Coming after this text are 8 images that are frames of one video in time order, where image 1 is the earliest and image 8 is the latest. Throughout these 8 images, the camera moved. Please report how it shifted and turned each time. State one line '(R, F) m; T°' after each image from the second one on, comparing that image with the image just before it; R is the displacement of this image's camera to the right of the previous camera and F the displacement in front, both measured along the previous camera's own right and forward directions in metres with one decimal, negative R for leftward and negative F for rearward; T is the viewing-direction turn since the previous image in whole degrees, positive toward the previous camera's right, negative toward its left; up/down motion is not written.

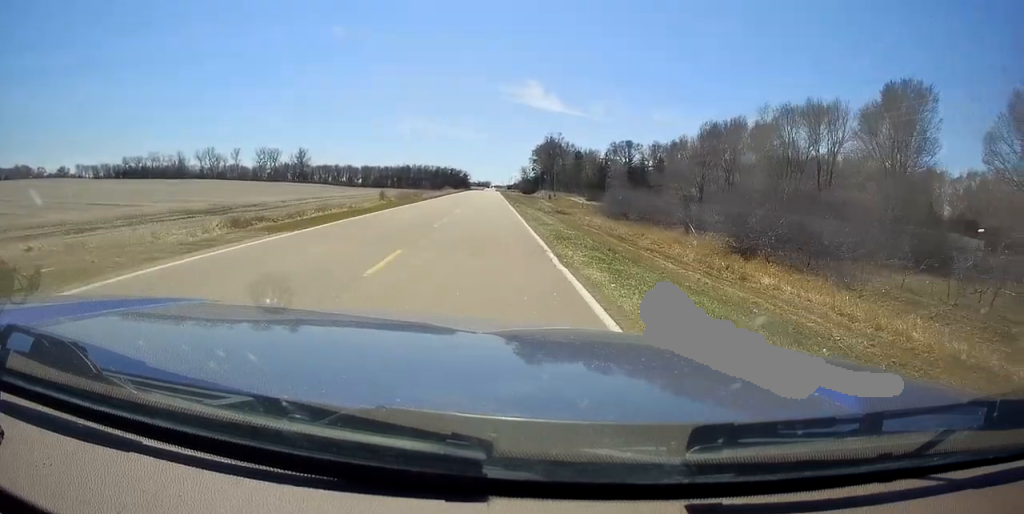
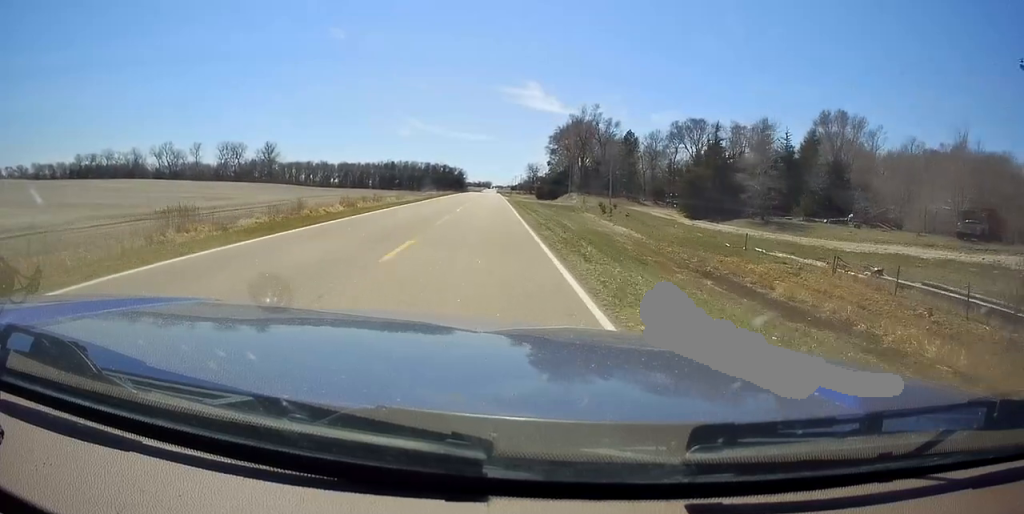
(0.0, +65.2) m; 0°
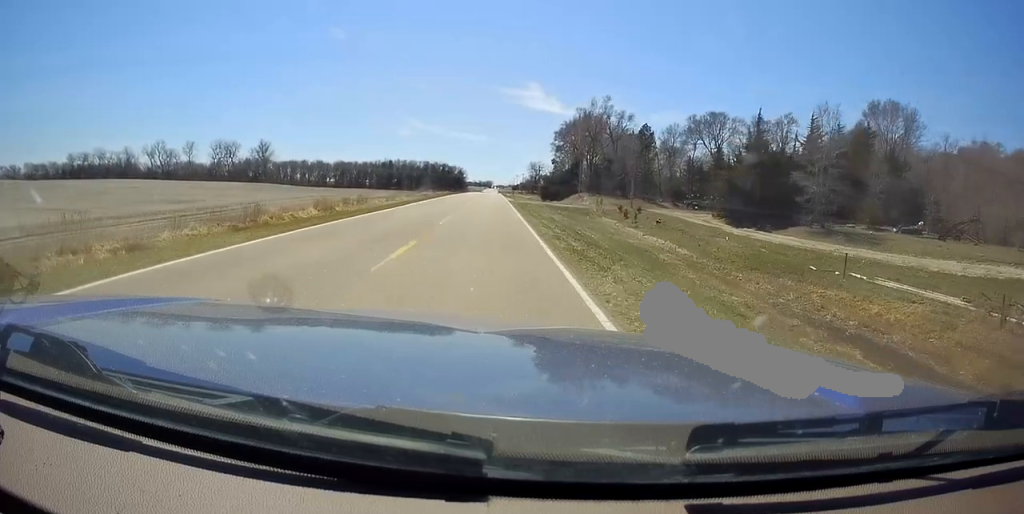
(0.0, +11.1) m; 0°
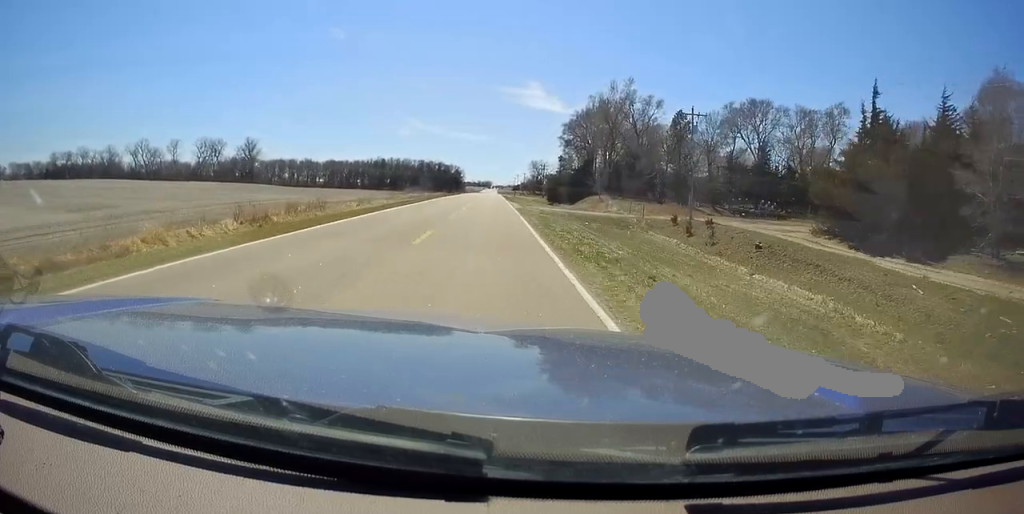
(0.0, +19.7) m; 0°
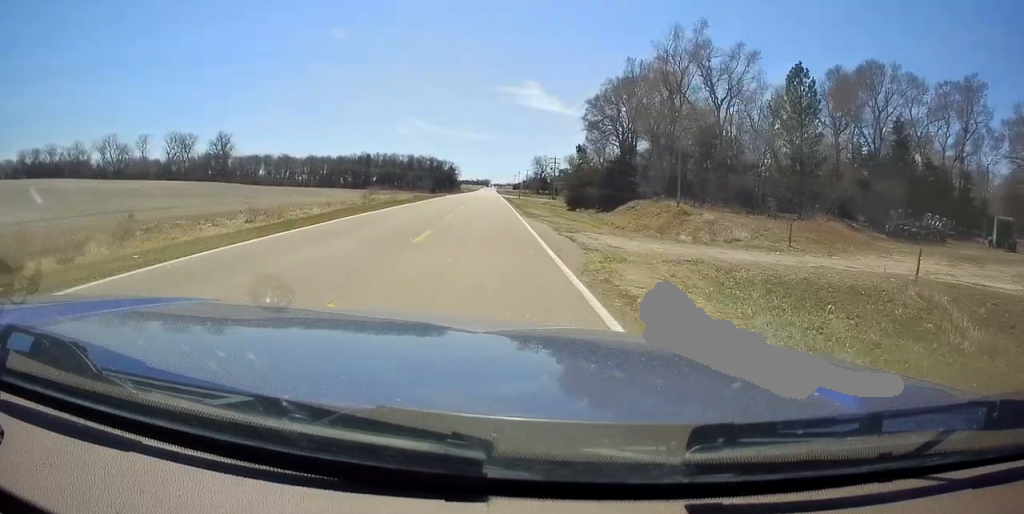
(0.0, +34.1) m; 0°
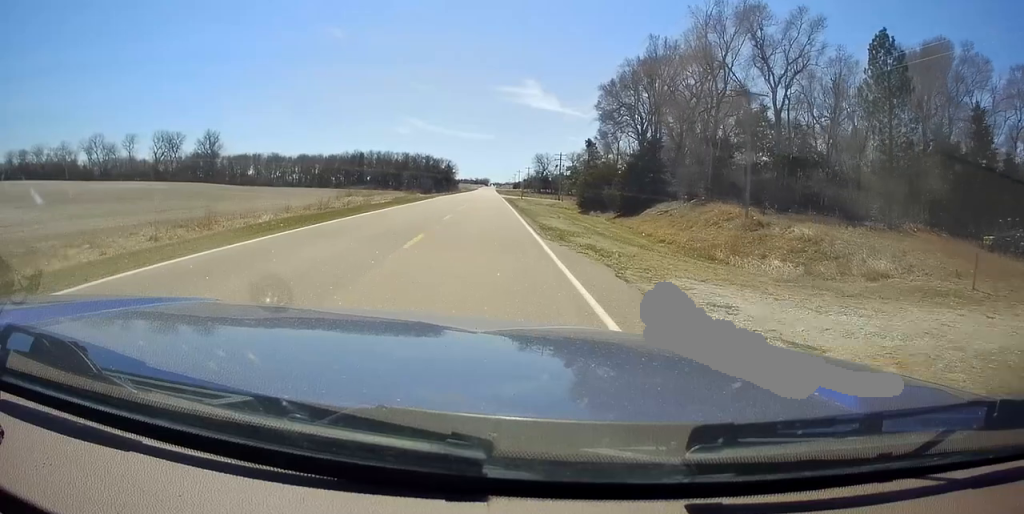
(0.0, +12.7) m; 0°
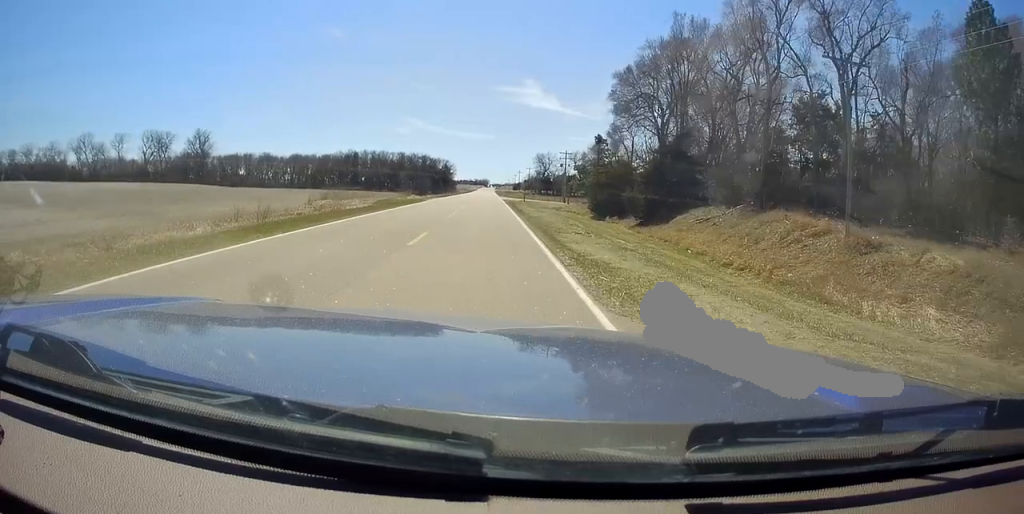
(0.0, +10.3) m; 0°
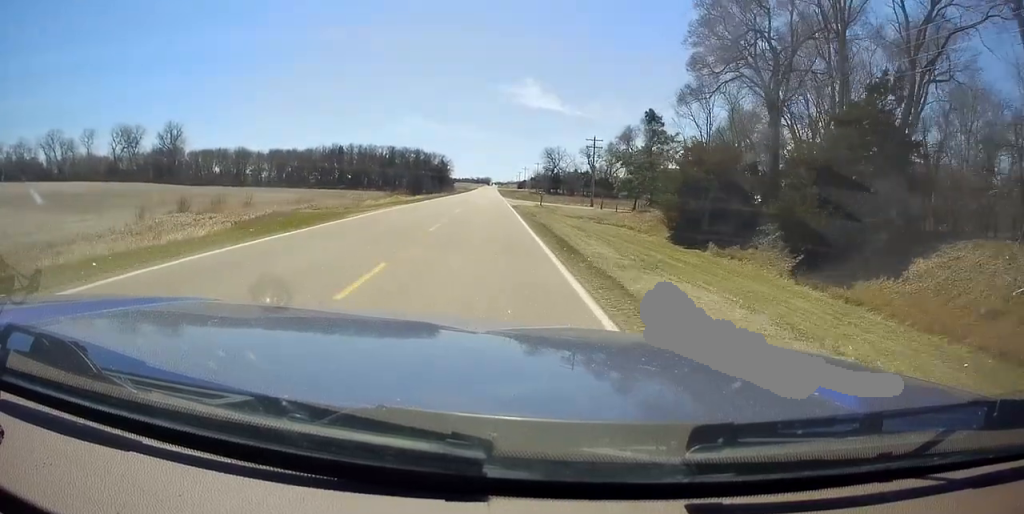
(0.0, +29.4) m; 0°
